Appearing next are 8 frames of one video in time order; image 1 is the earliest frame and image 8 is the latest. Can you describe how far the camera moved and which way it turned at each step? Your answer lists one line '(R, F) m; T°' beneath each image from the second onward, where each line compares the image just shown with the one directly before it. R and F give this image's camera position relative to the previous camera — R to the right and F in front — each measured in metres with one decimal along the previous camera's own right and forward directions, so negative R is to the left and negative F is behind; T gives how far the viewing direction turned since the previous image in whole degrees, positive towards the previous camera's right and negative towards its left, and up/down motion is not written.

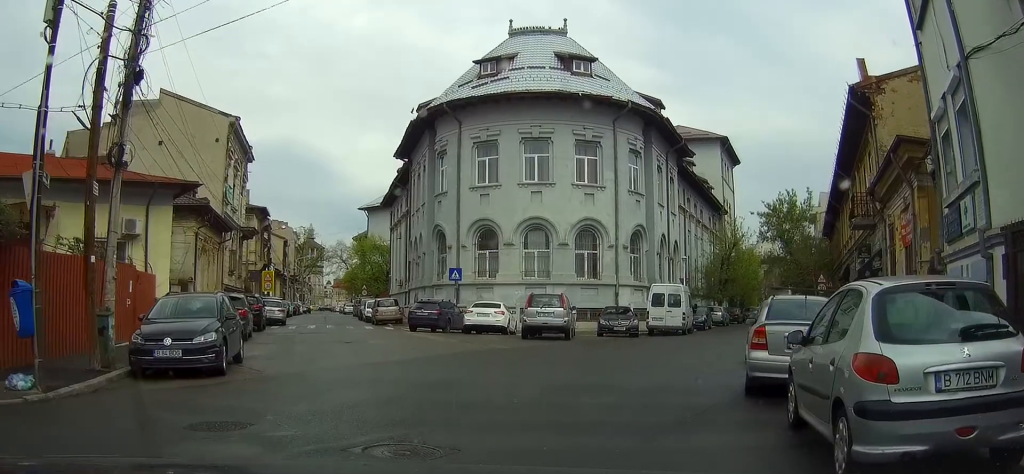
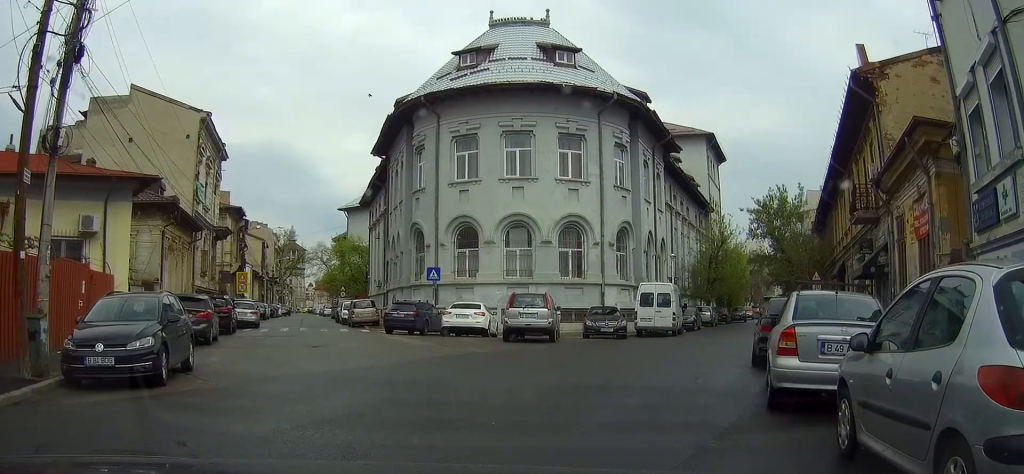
(-0.1, +2.6) m; -2°
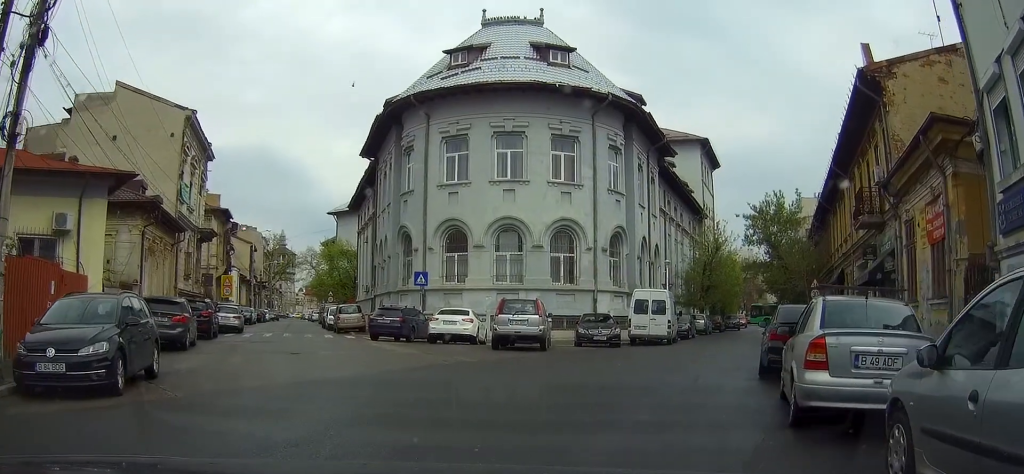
(0.0, +1.6) m; -1°
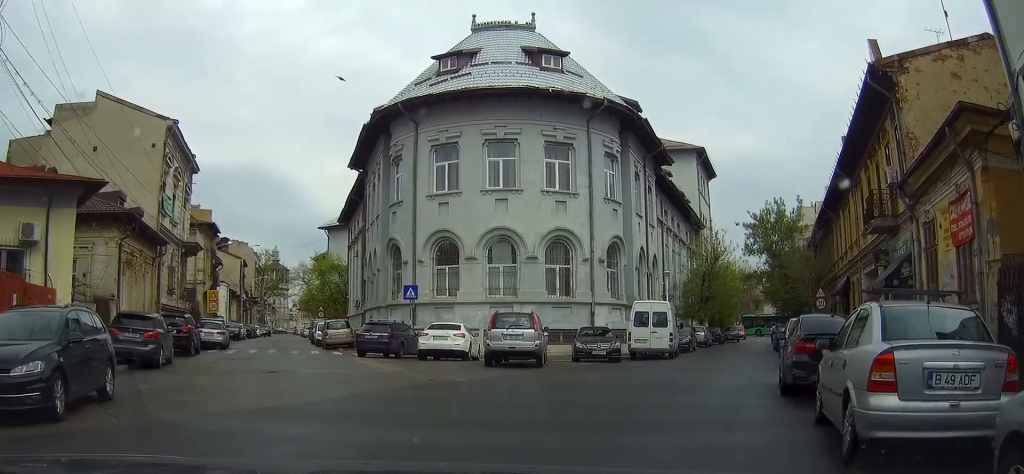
(0.0, +1.7) m; -1°
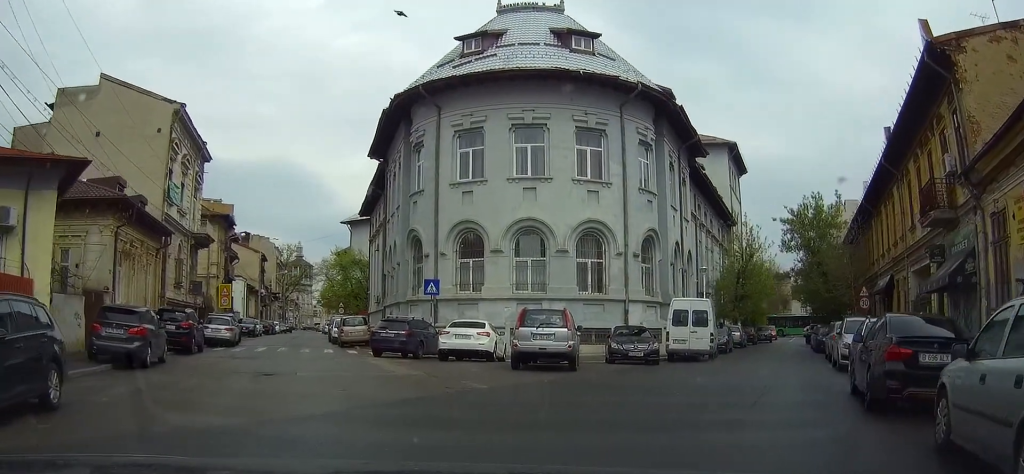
(-0.1, +2.4) m; -5°
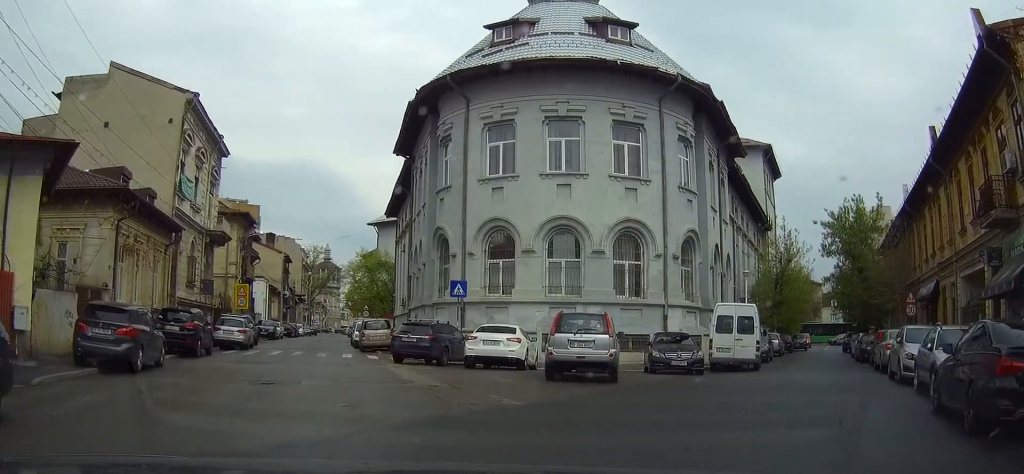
(+0.1, +1.7) m; -4°
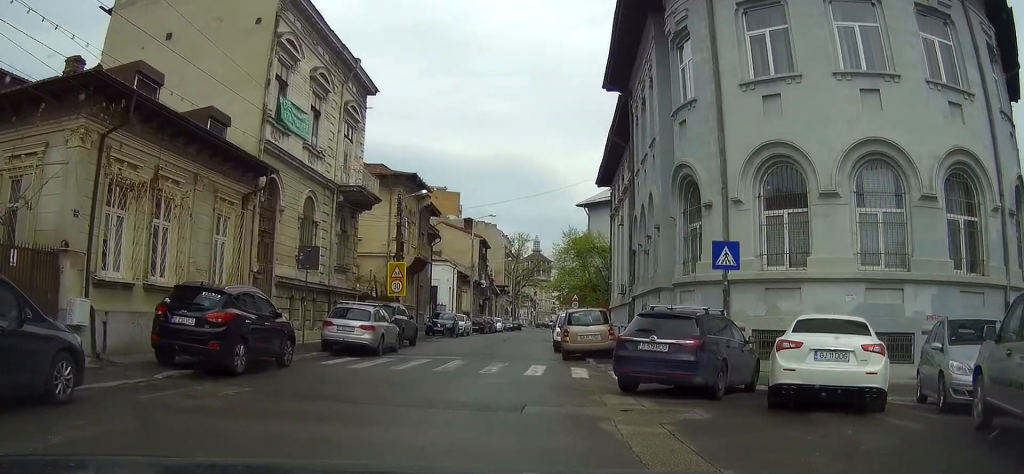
(-1.3, +11.1) m; -8°
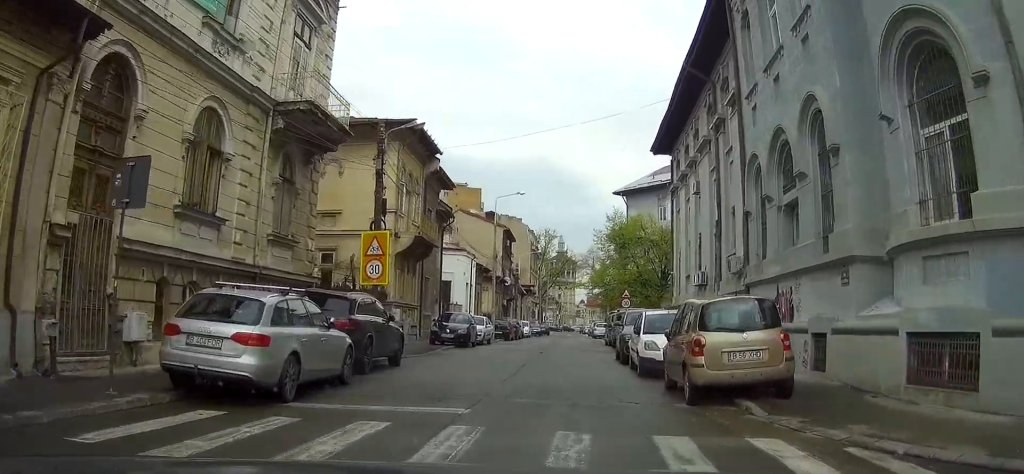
(-0.2, +10.3) m; 0°
